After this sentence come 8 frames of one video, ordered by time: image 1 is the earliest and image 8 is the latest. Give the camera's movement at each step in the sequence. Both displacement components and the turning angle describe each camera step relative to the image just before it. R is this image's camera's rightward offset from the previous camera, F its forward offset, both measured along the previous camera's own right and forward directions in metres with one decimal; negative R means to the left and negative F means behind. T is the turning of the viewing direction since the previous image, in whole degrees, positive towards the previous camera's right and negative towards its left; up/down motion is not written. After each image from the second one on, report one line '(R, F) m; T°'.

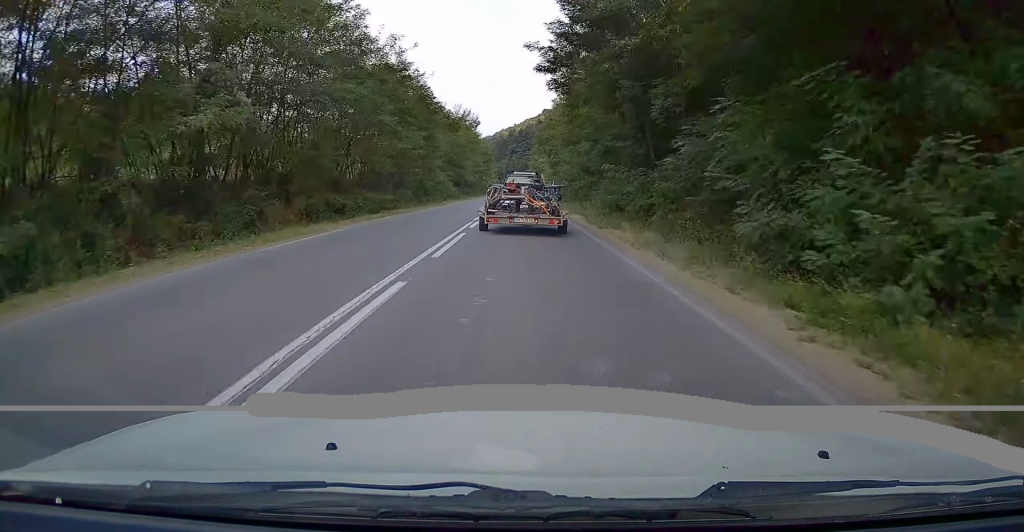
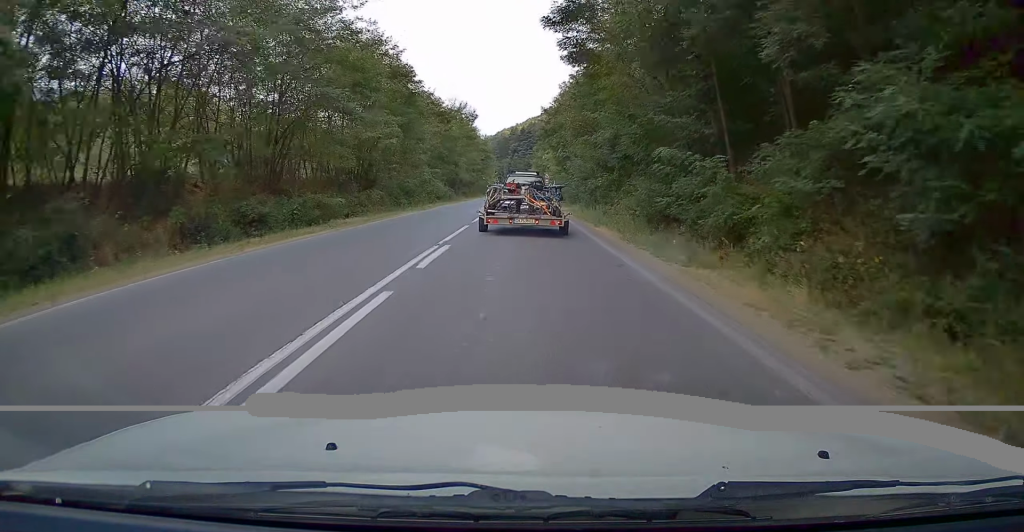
(-0.2, +9.8) m; 0°
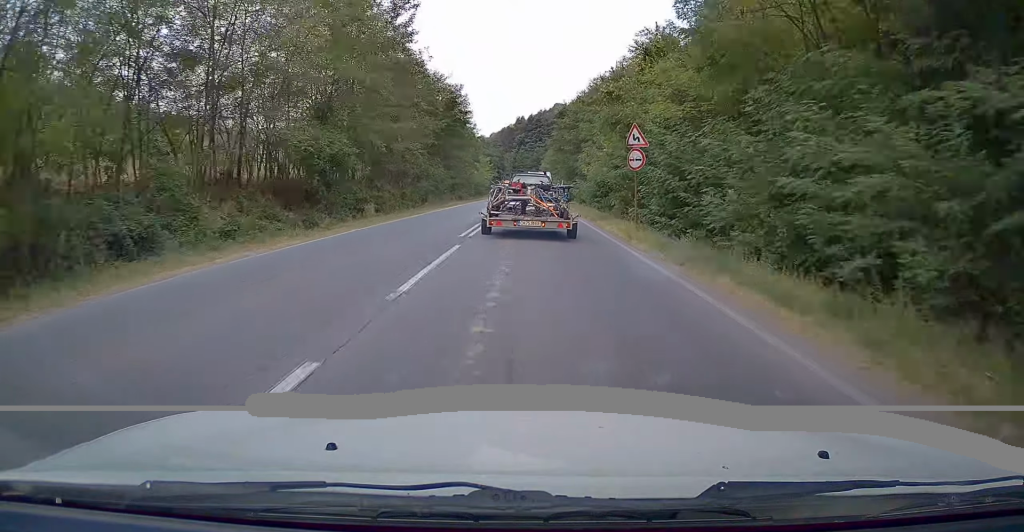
(+0.3, +62.2) m; 0°
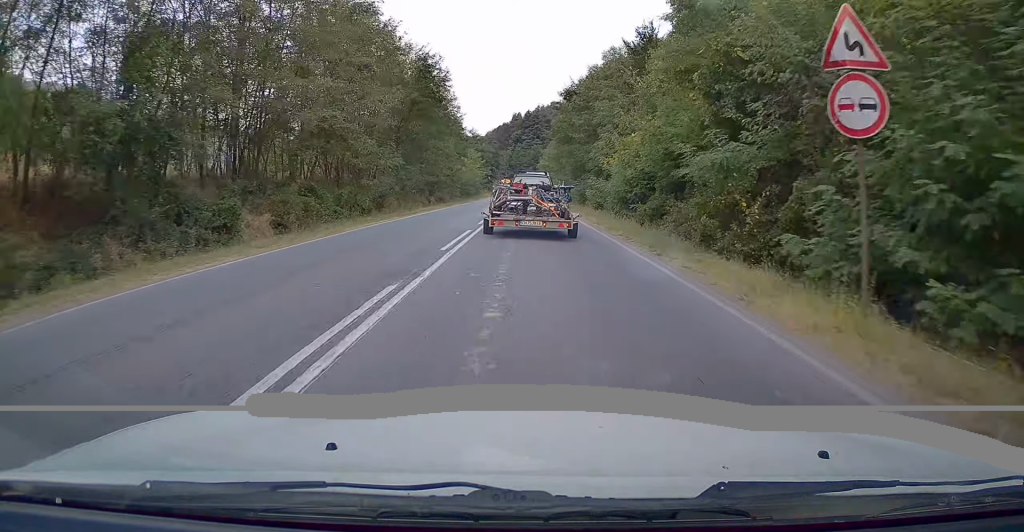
(-0.1, +14.5) m; 0°
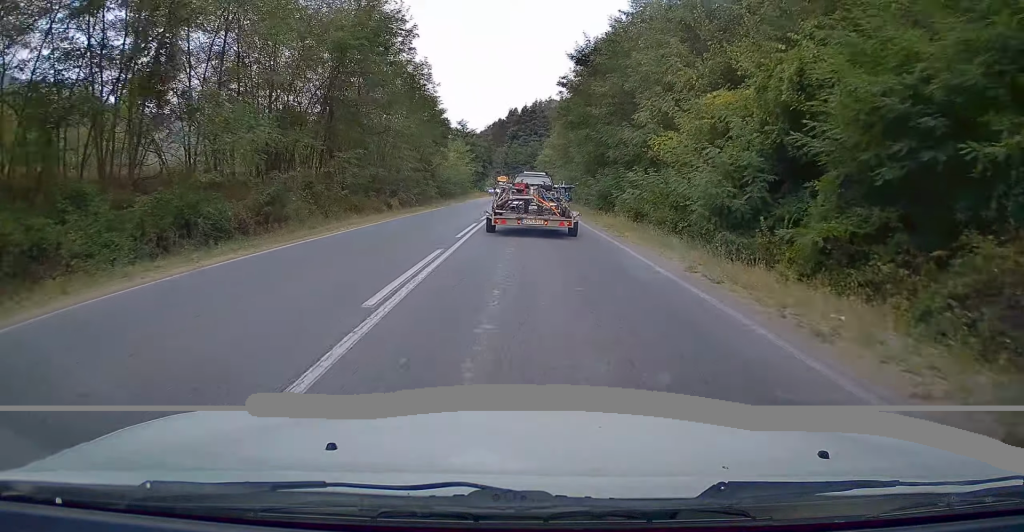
(-0.1, +15.5) m; 0°
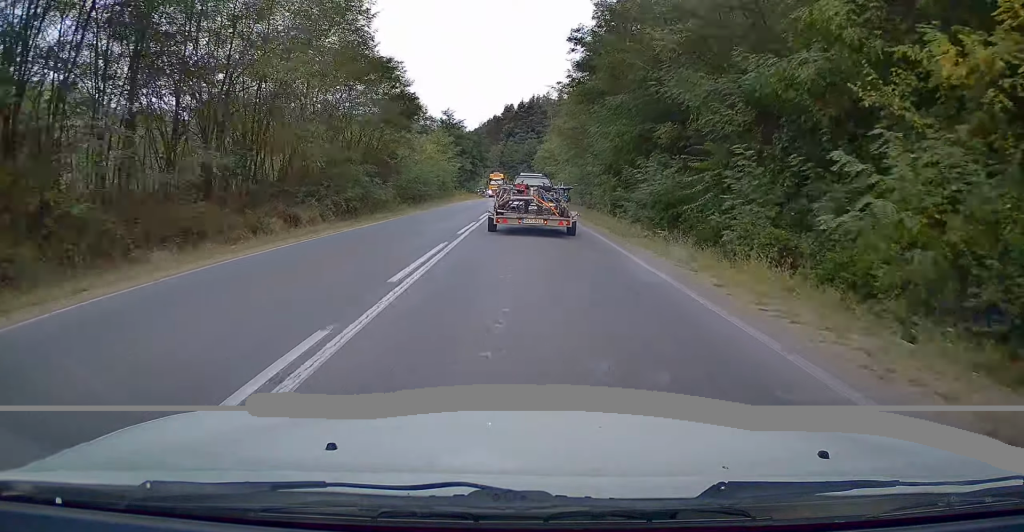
(+0.1, +16.5) m; +1°
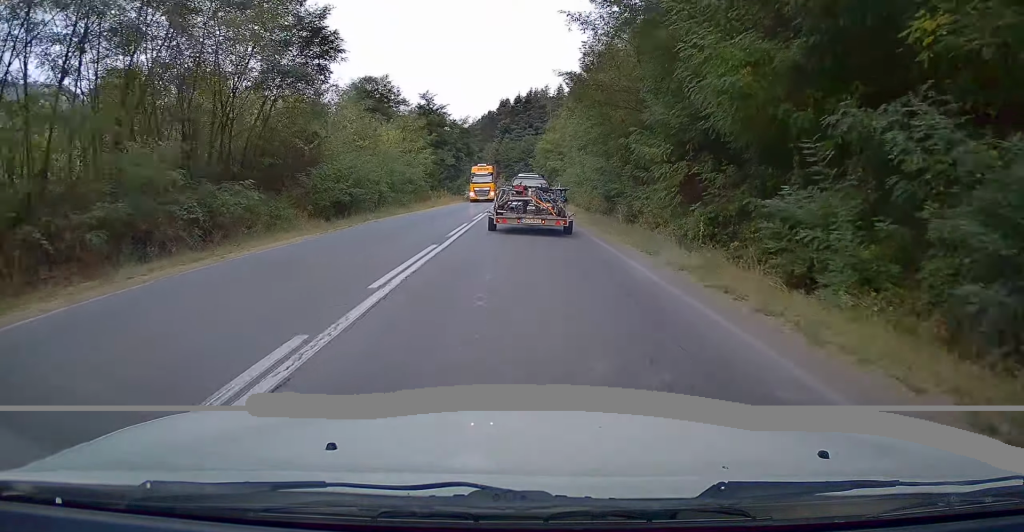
(+0.1, +18.3) m; 0°
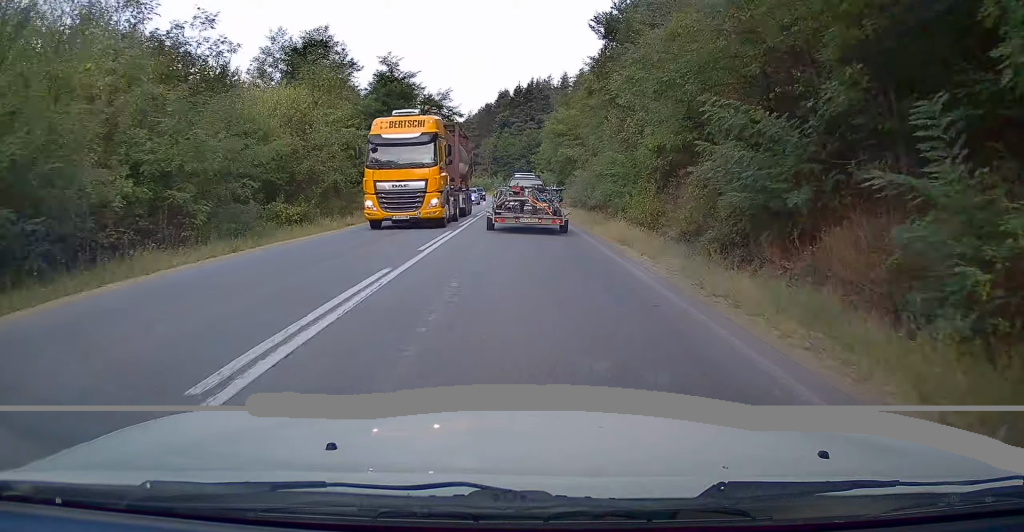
(0.0, +22.5) m; 0°
